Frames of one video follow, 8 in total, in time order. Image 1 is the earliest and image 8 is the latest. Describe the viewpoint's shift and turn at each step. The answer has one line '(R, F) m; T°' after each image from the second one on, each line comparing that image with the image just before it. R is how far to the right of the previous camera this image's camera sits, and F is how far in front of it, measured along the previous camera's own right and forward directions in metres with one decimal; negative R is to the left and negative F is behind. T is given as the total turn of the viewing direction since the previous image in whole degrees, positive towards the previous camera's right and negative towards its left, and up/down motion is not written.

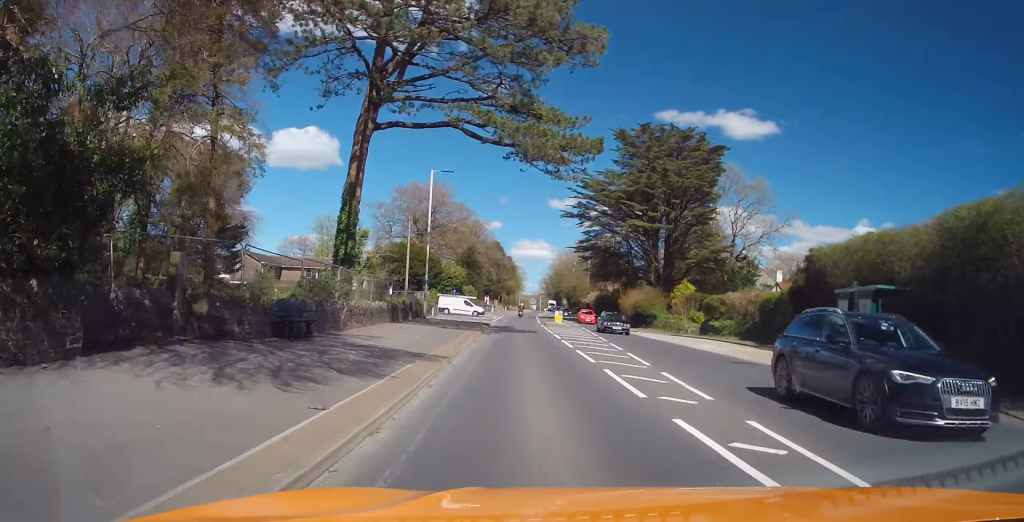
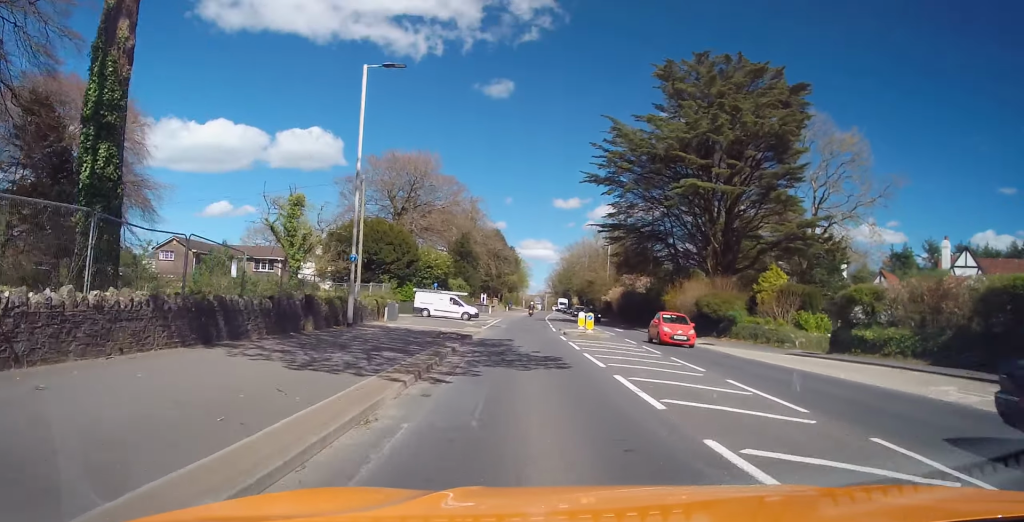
(-0.3, +19.5) m; 0°
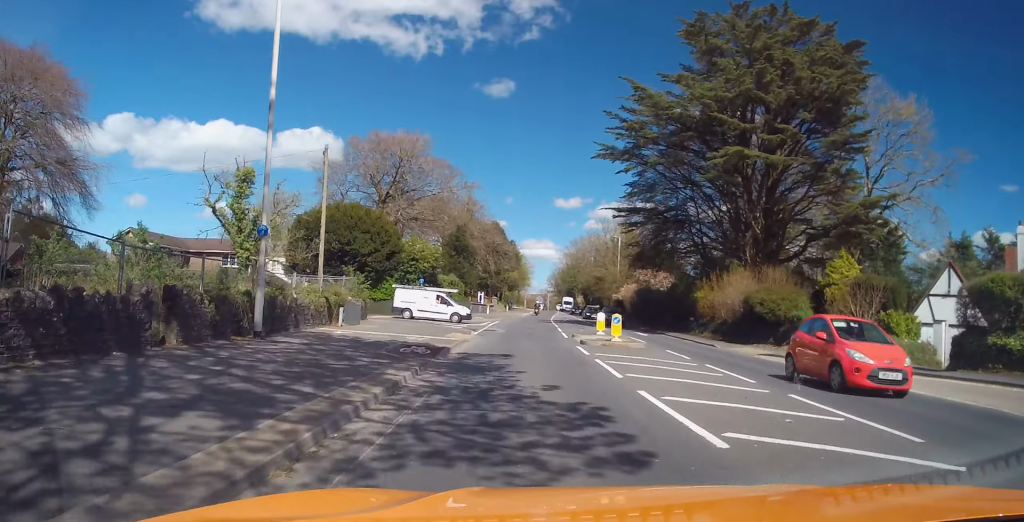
(+0.1, +8.5) m; +2°
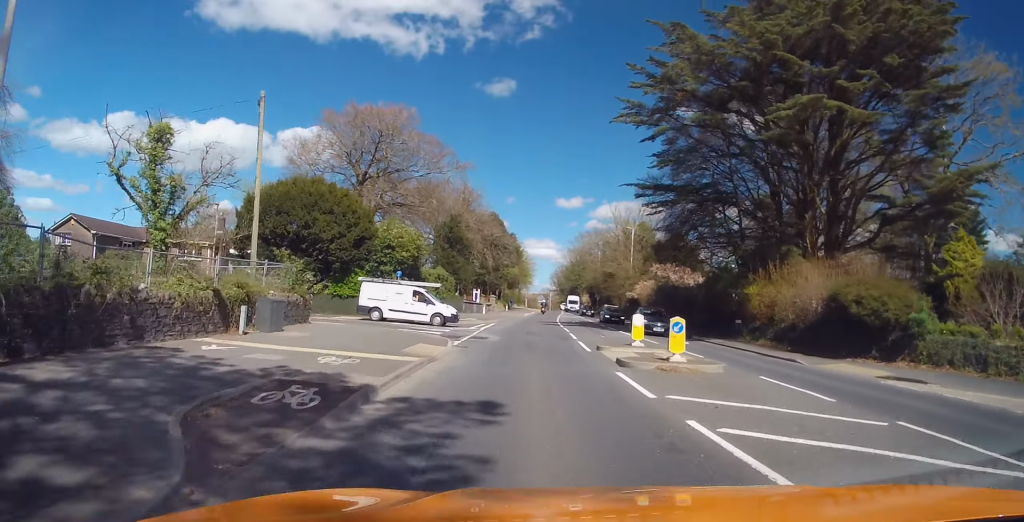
(+0.2, +9.0) m; +1°
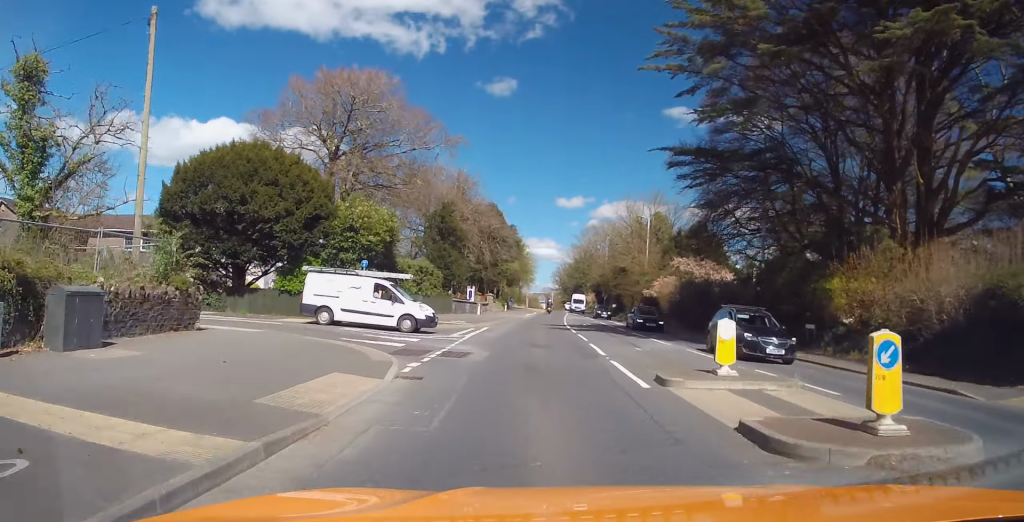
(+0.2, +8.5) m; 0°
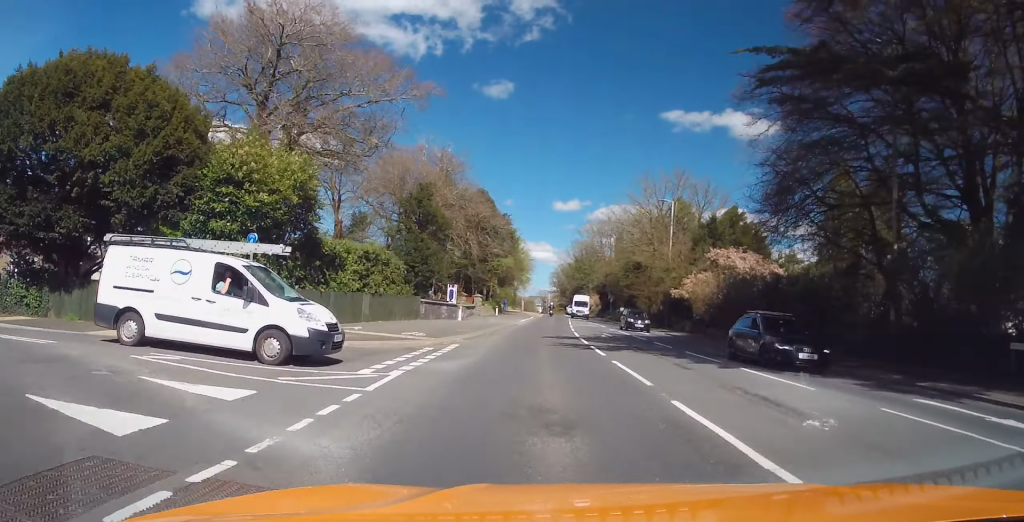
(-0.3, +12.0) m; +1°
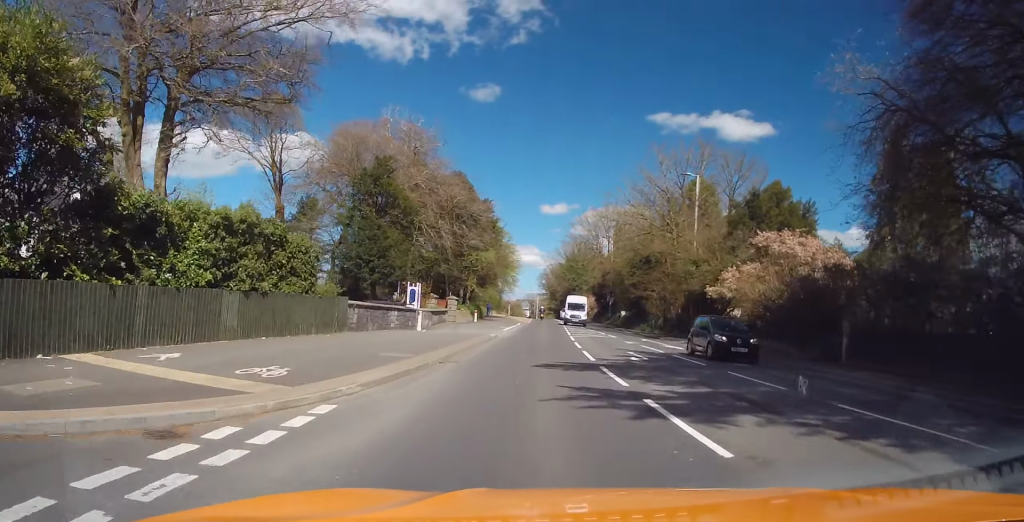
(+0.3, +11.3) m; +1°
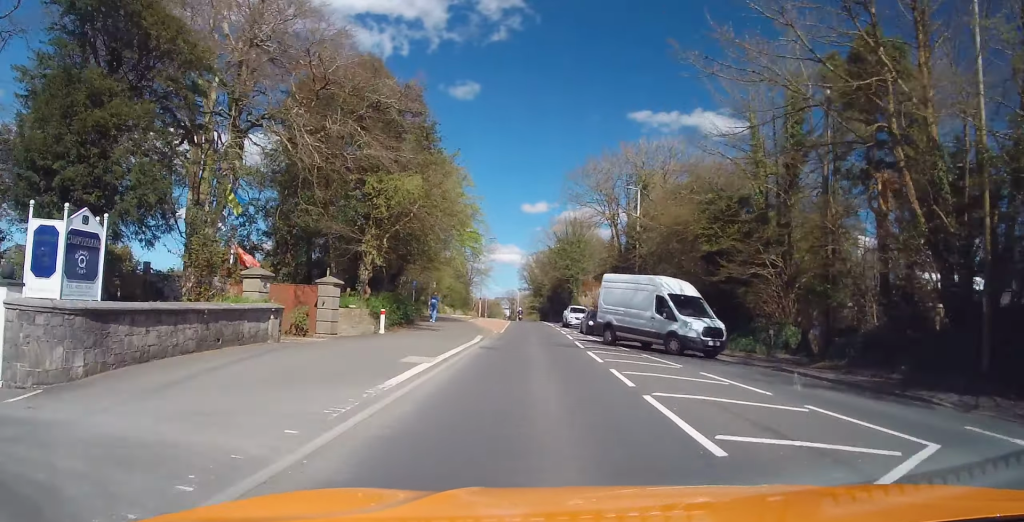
(-0.5, +28.1) m; -1°
